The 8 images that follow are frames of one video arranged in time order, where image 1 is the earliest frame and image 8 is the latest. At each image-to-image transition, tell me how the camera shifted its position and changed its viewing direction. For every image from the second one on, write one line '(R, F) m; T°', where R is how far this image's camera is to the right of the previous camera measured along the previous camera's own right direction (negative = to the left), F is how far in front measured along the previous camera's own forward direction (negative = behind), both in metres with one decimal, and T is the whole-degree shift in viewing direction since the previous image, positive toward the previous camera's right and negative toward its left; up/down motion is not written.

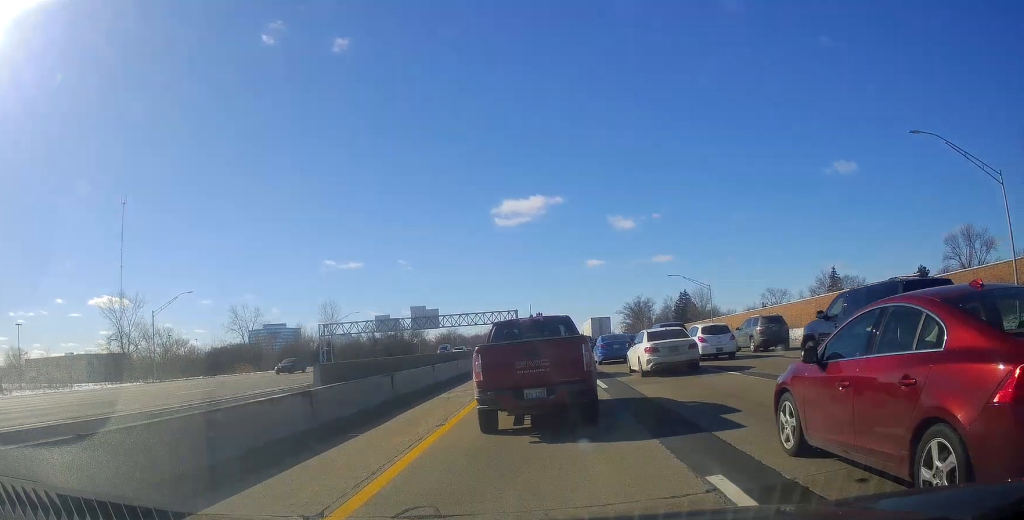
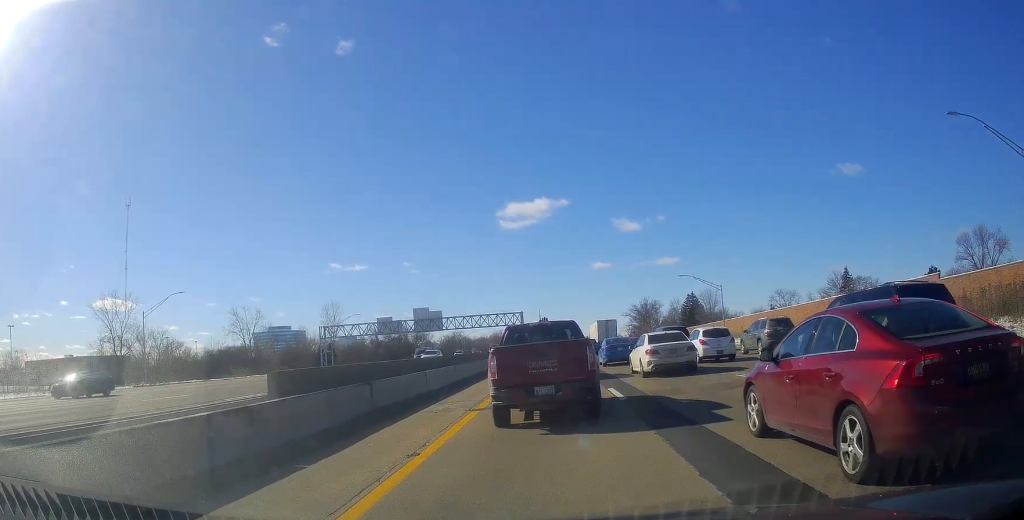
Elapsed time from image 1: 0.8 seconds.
(0.0, +3.5) m; 0°
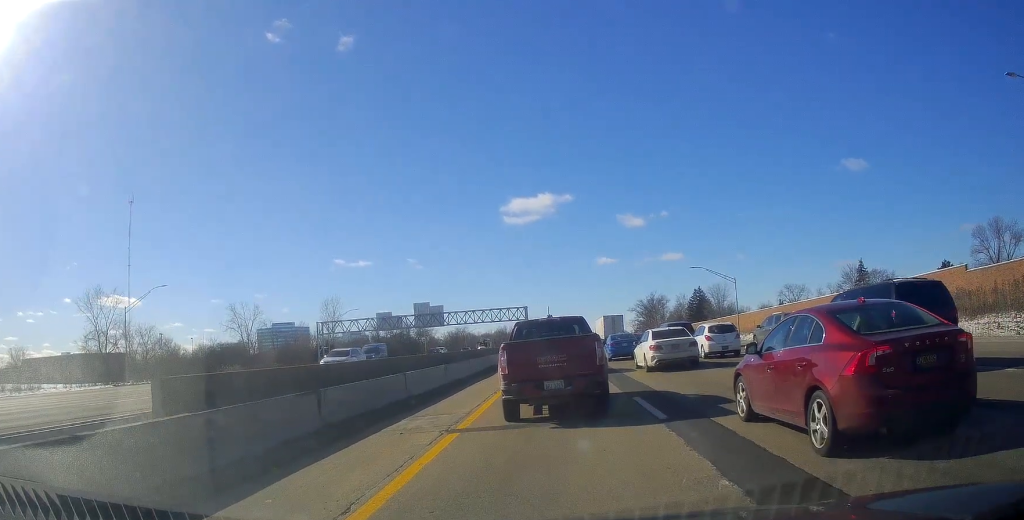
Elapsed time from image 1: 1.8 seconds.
(0.0, +4.3) m; -1°
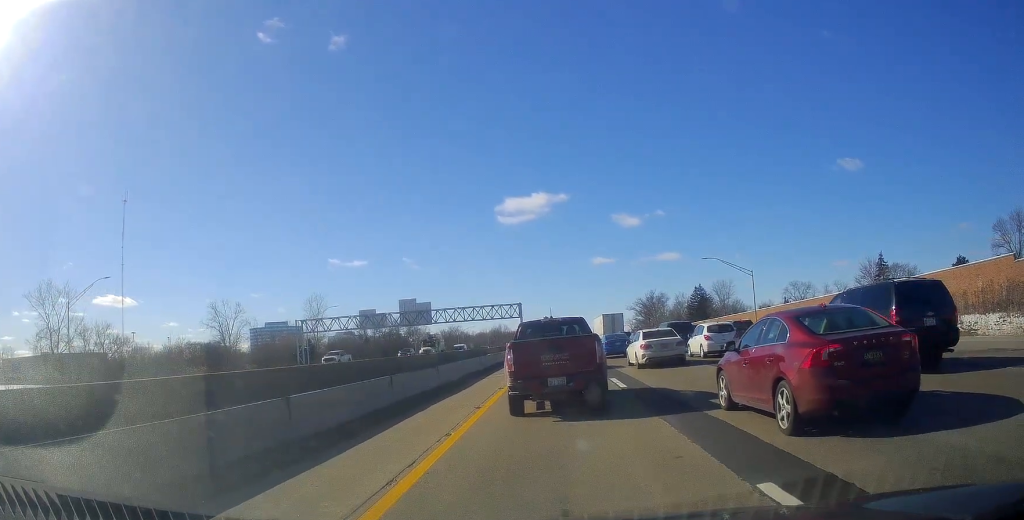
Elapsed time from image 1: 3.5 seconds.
(0.0, +8.4) m; -3°
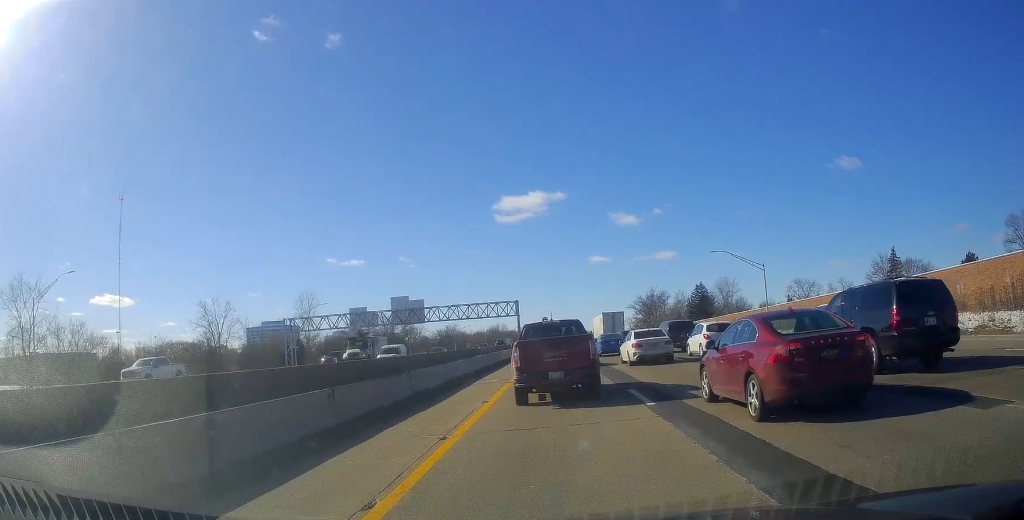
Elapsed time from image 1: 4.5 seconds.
(-0.4, +5.0) m; -1°
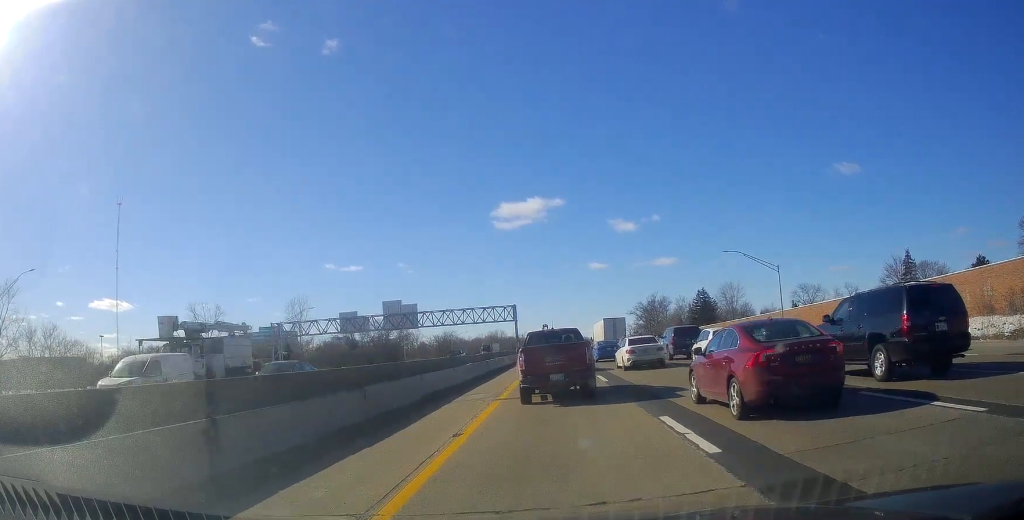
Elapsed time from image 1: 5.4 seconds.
(+0.3, +5.7) m; +5°
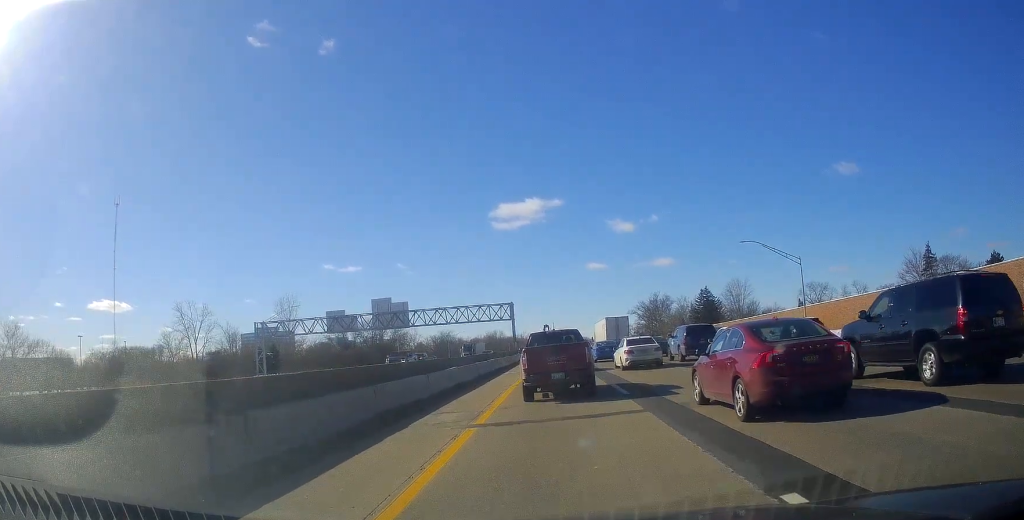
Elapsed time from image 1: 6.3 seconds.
(+0.2, +6.6) m; +1°
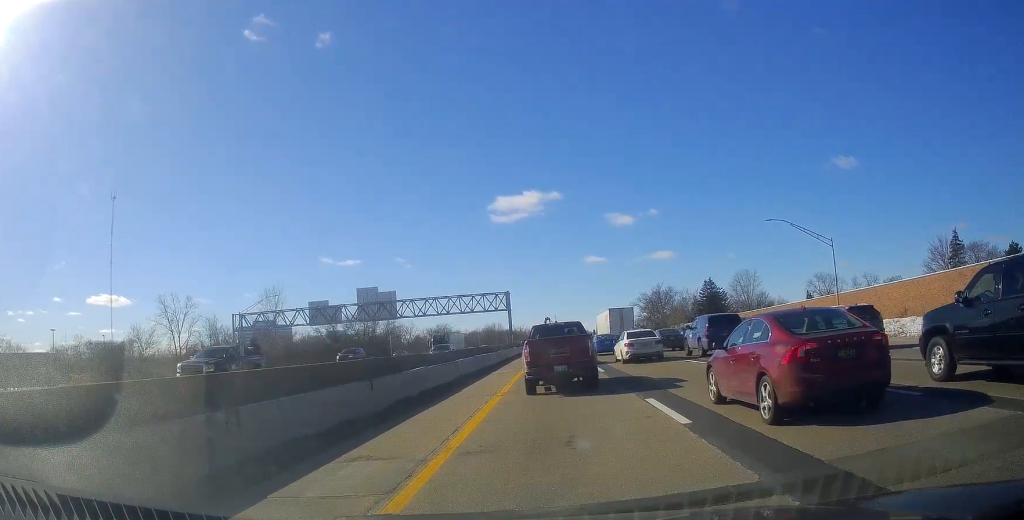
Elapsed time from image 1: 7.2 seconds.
(-0.1, +6.9) m; -4°
